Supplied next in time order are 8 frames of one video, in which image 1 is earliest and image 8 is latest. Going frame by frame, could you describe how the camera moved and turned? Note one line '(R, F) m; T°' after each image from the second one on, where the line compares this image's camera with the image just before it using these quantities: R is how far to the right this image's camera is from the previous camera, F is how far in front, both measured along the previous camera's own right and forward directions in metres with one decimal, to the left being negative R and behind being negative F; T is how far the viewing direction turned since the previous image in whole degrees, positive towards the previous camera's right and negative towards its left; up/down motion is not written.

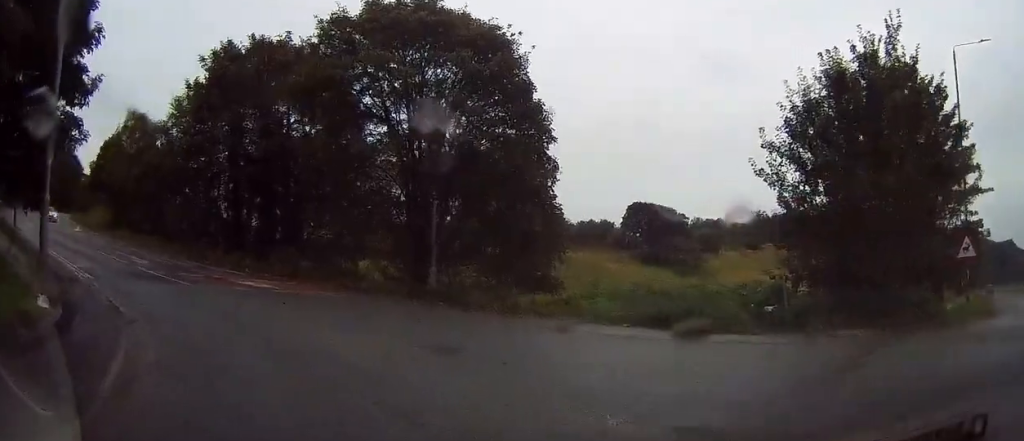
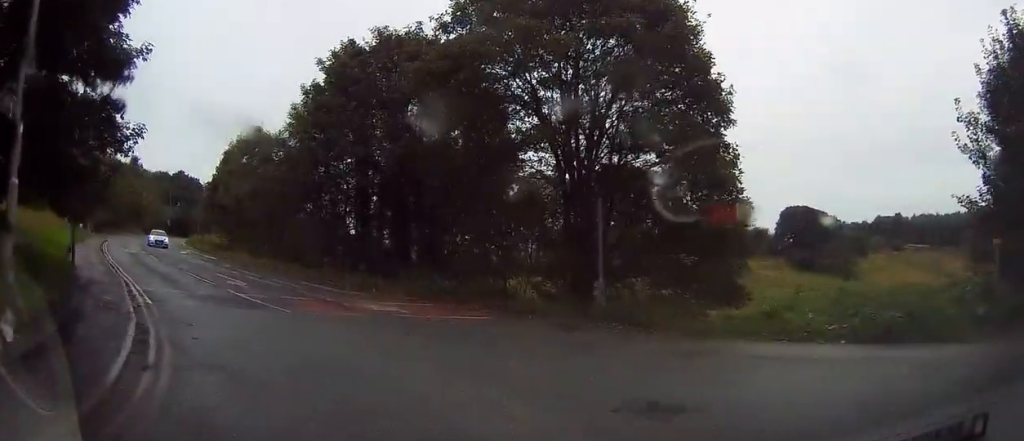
(-0.3, +4.1) m; -9°
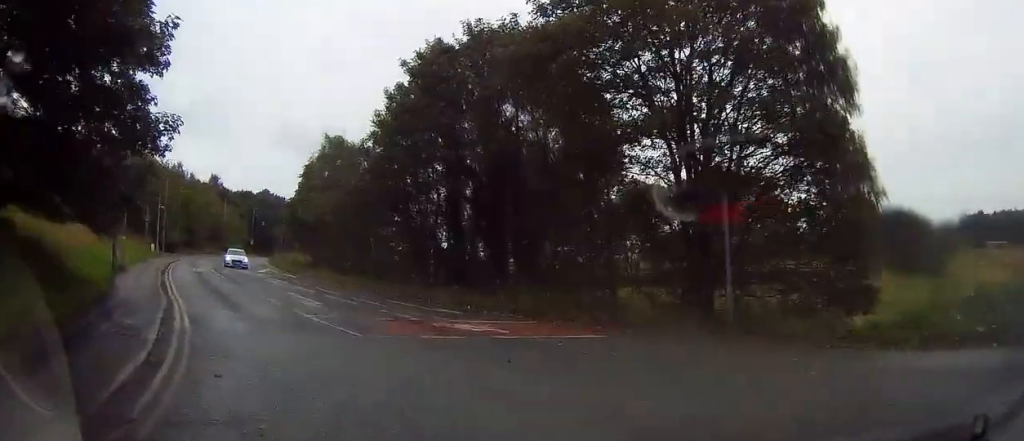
(-0.2, +2.4) m; -10°
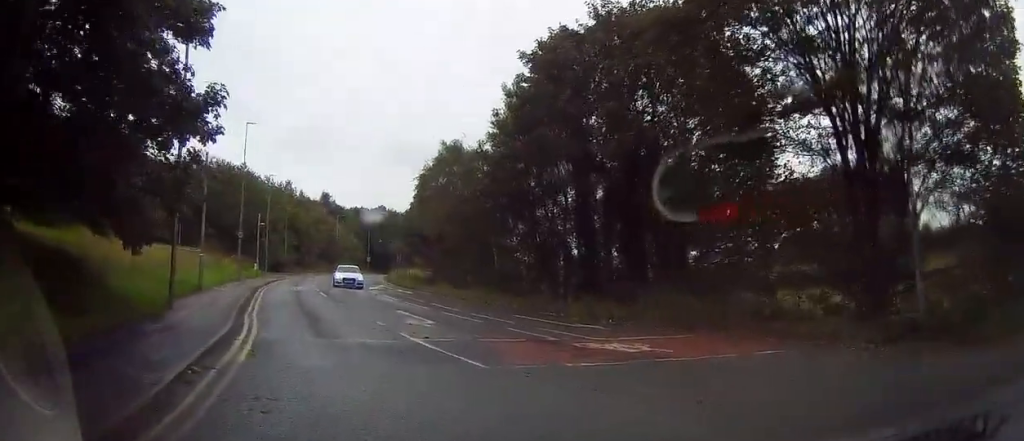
(+0.2, +2.9) m; -12°
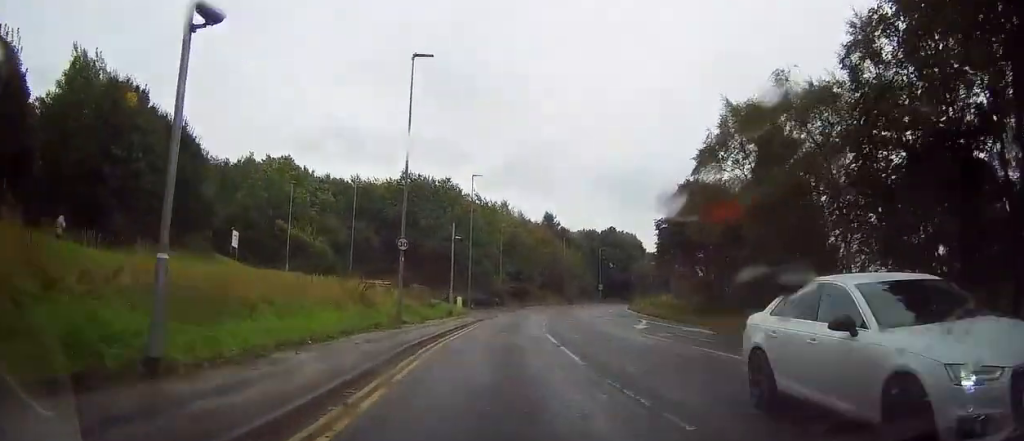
(-5.7, +15.0) m; -26°
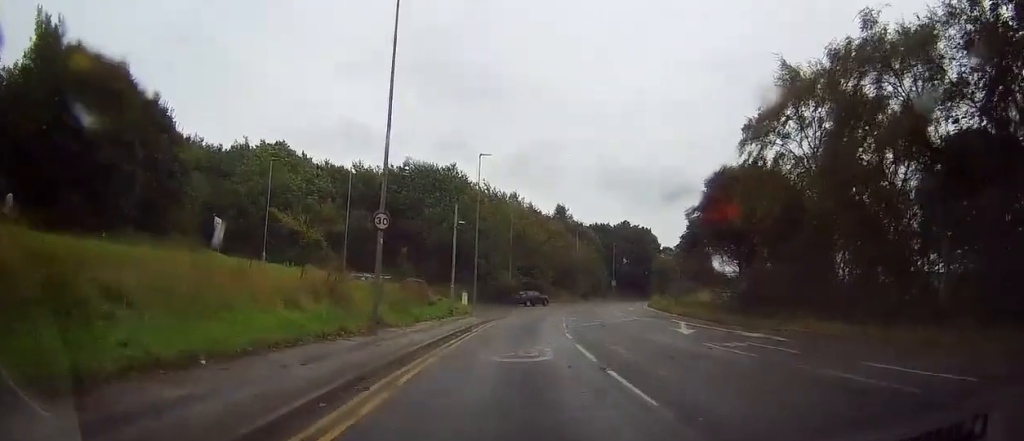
(-0.1, +5.4) m; -1°
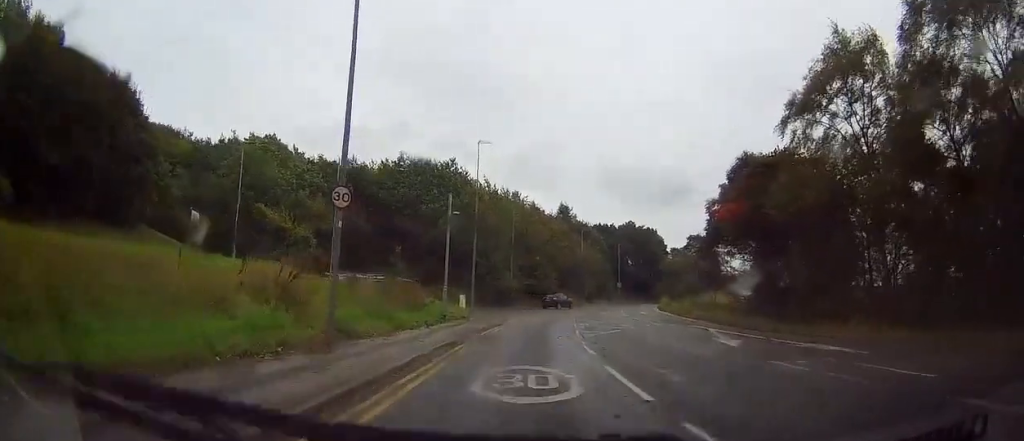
(0.0, +4.1) m; -1°
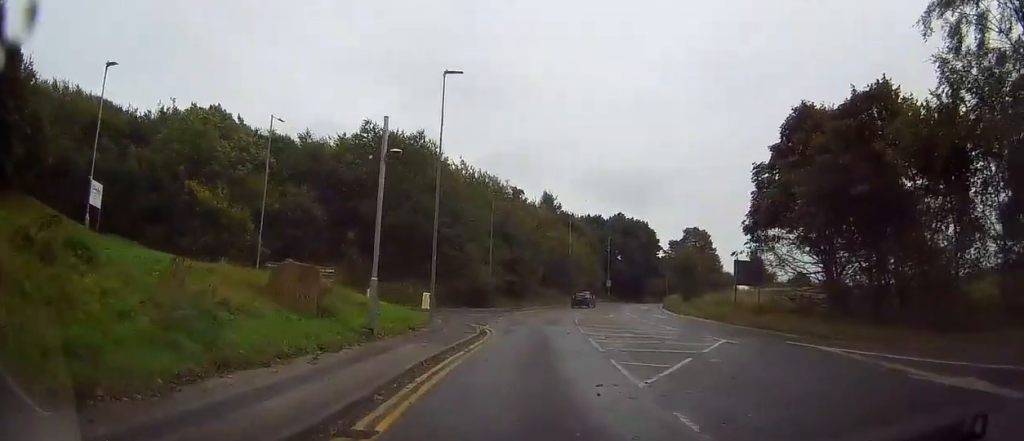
(+0.1, +10.8) m; +2°
